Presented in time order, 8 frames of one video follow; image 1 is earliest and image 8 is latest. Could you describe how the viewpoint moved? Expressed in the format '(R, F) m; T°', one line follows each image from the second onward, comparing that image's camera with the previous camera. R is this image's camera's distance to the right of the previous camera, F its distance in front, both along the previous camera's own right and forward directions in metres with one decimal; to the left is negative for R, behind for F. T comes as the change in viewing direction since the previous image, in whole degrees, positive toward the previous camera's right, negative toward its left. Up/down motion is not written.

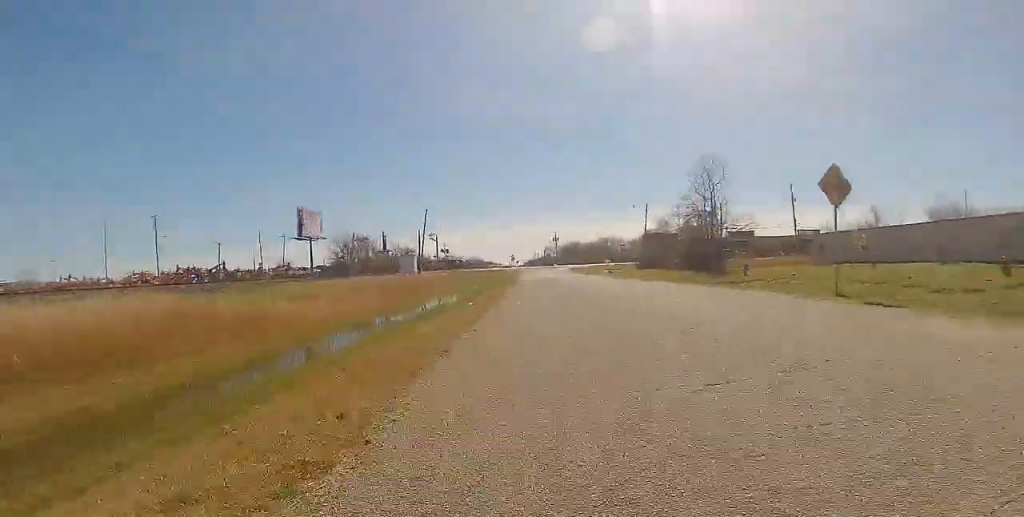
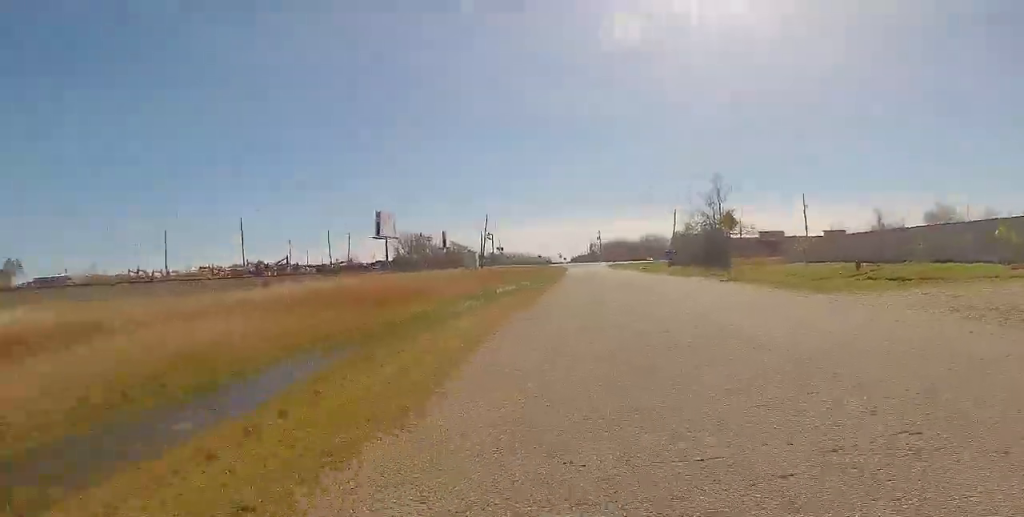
(-0.1, +12.8) m; 0°
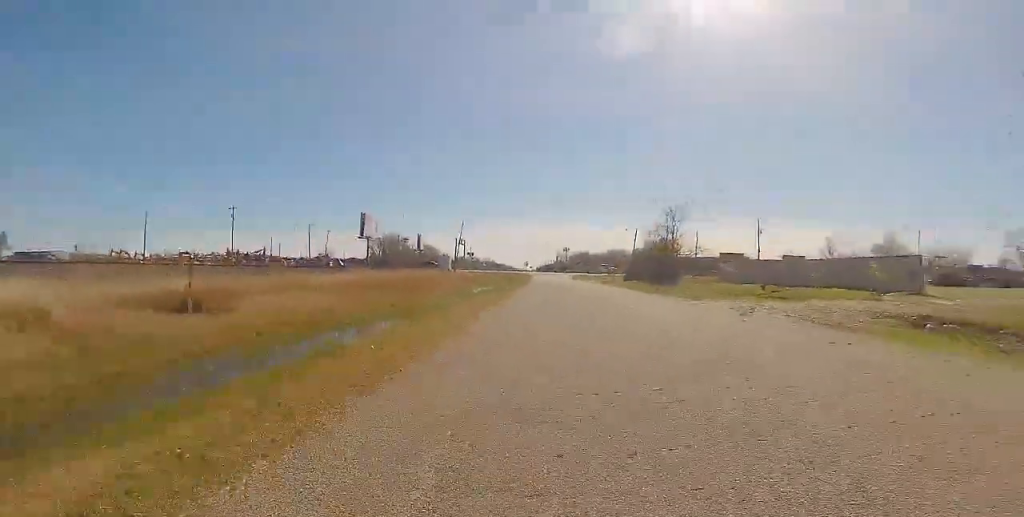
(0.0, +7.4) m; 0°
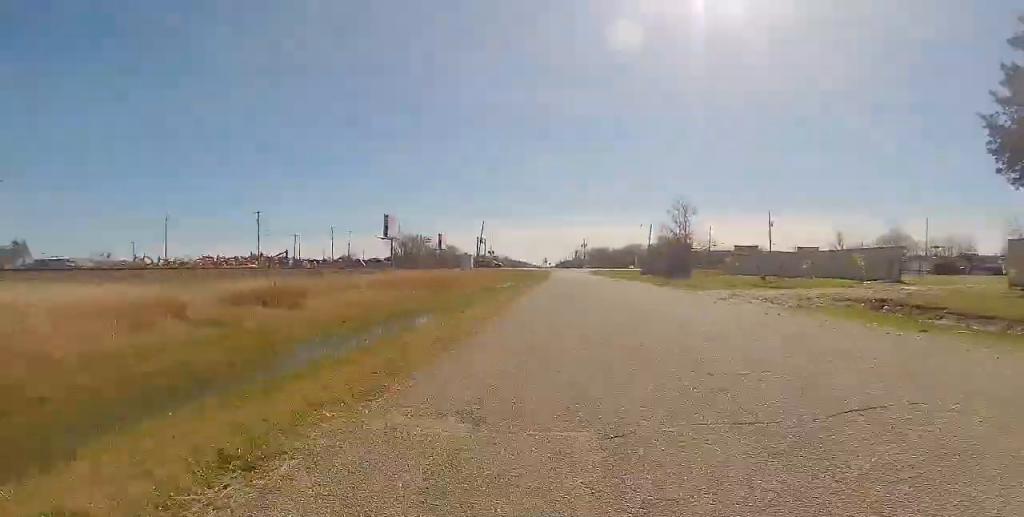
(0.0, +3.3) m; 0°
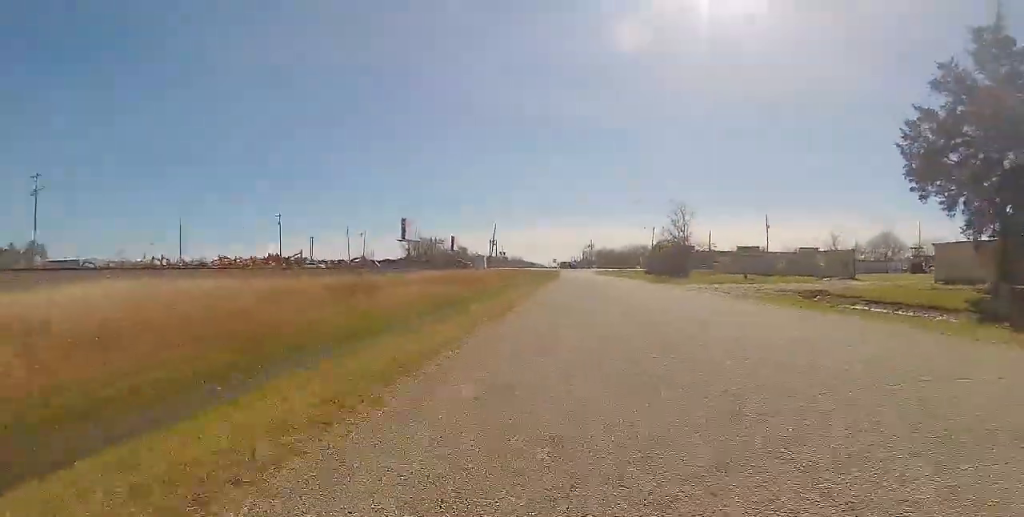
(0.0, +5.8) m; +2°
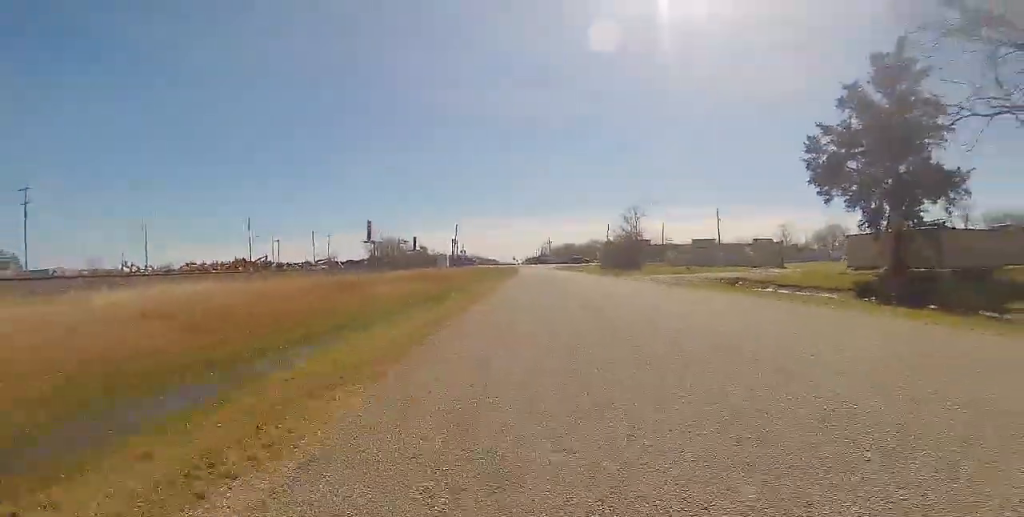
(+0.1, +4.7) m; +1°
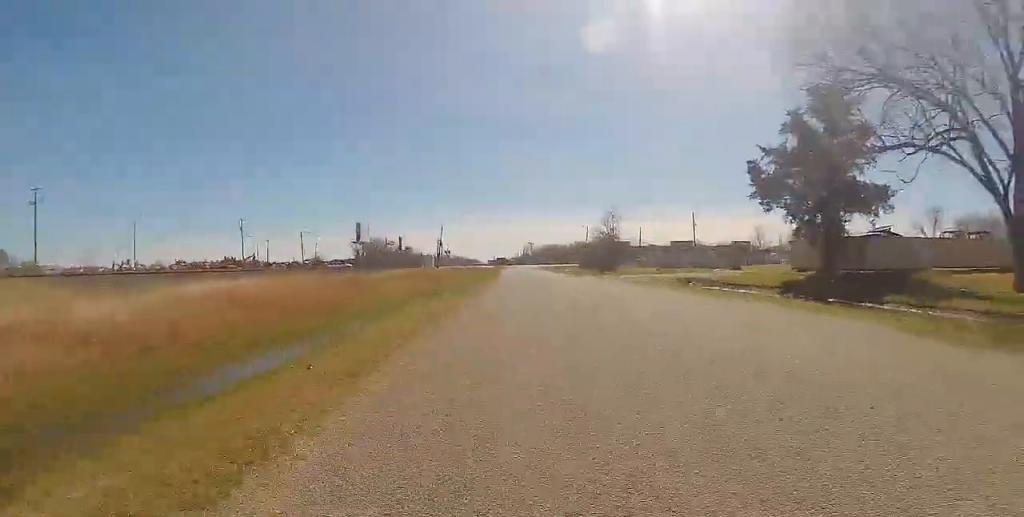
(+0.1, +4.7) m; 0°
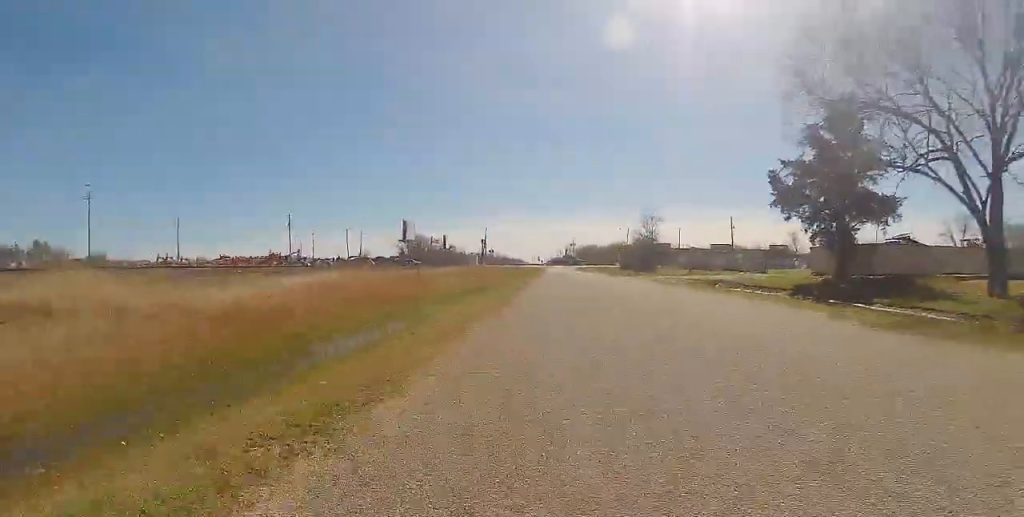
(-0.1, +3.1) m; 0°
